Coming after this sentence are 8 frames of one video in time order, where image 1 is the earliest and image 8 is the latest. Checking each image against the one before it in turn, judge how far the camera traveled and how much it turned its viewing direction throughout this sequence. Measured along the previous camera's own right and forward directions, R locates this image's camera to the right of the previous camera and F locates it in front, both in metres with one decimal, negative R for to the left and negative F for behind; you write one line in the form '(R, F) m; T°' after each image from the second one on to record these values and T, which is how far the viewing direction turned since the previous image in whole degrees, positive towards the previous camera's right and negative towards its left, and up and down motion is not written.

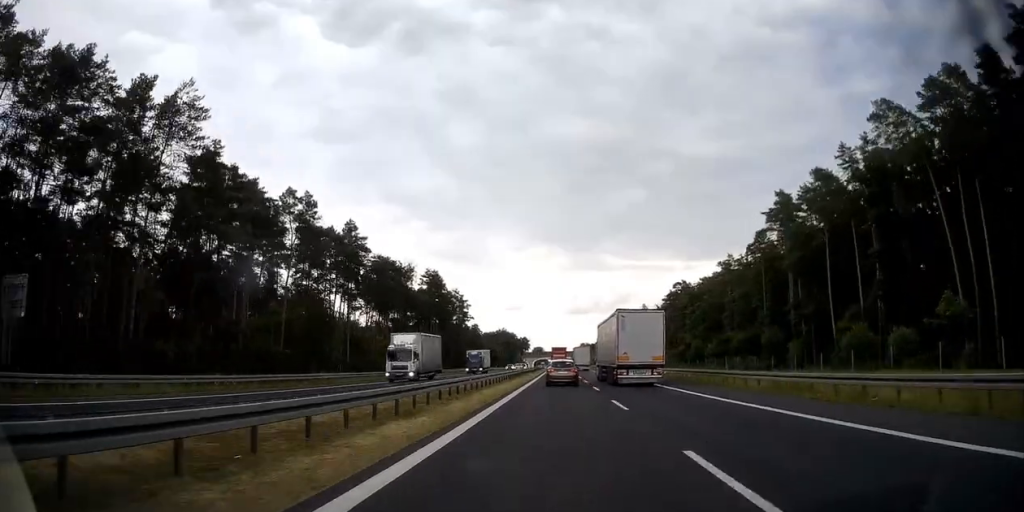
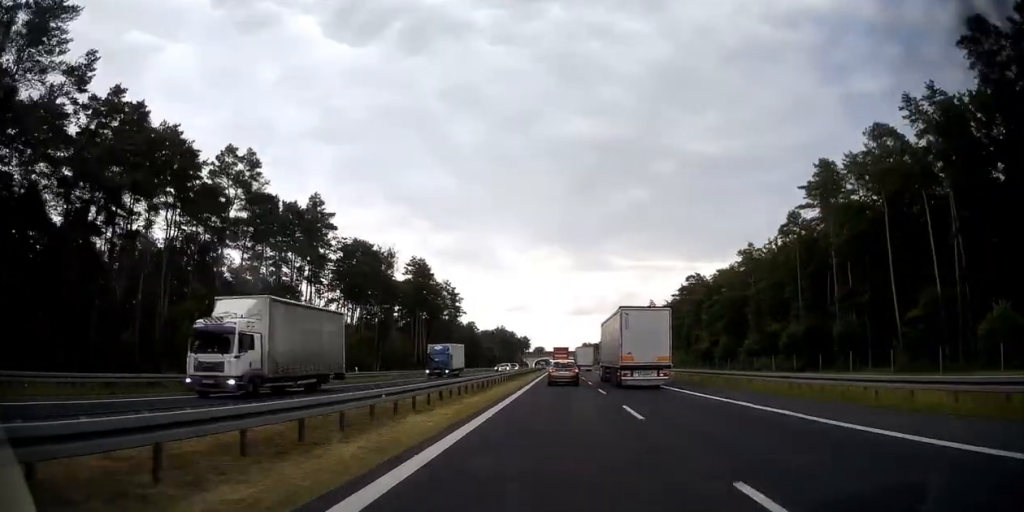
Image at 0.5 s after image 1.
(-0.2, +14.5) m; 0°
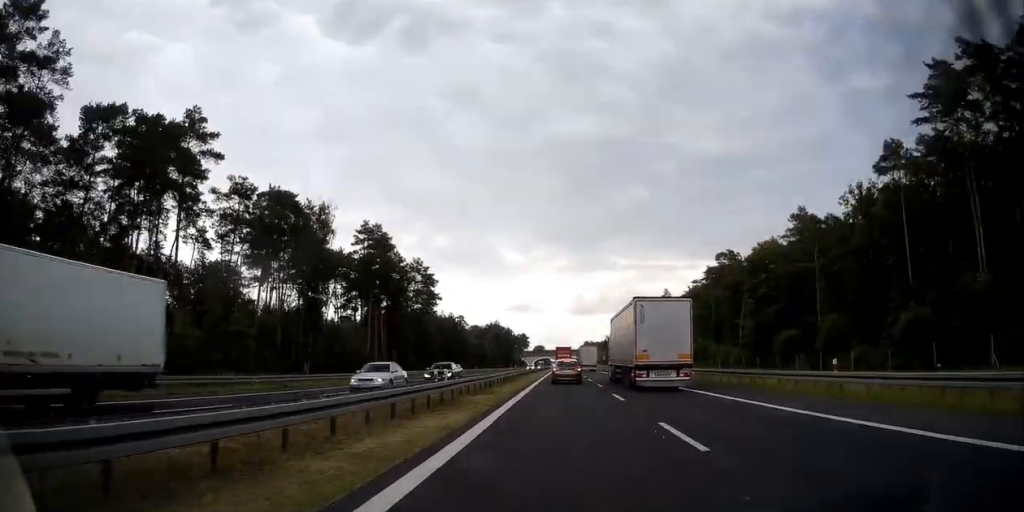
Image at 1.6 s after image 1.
(+0.2, +29.0) m; 0°
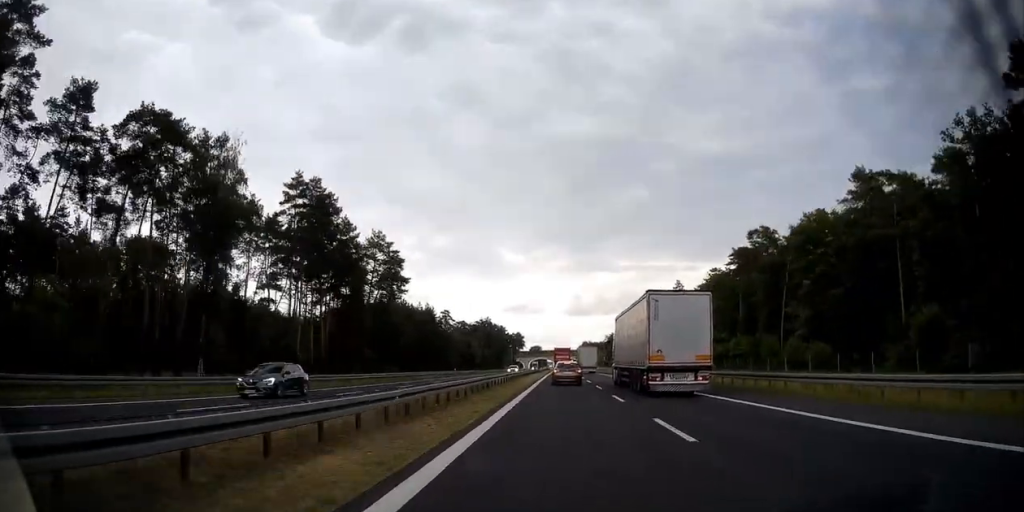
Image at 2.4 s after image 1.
(-0.2, +22.8) m; 0°
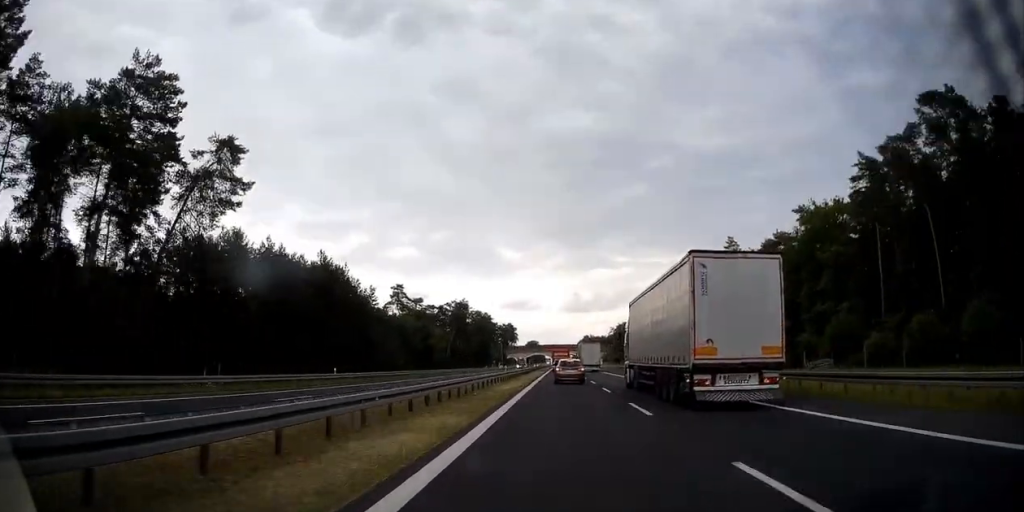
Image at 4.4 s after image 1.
(0.0, +53.3) m; 0°
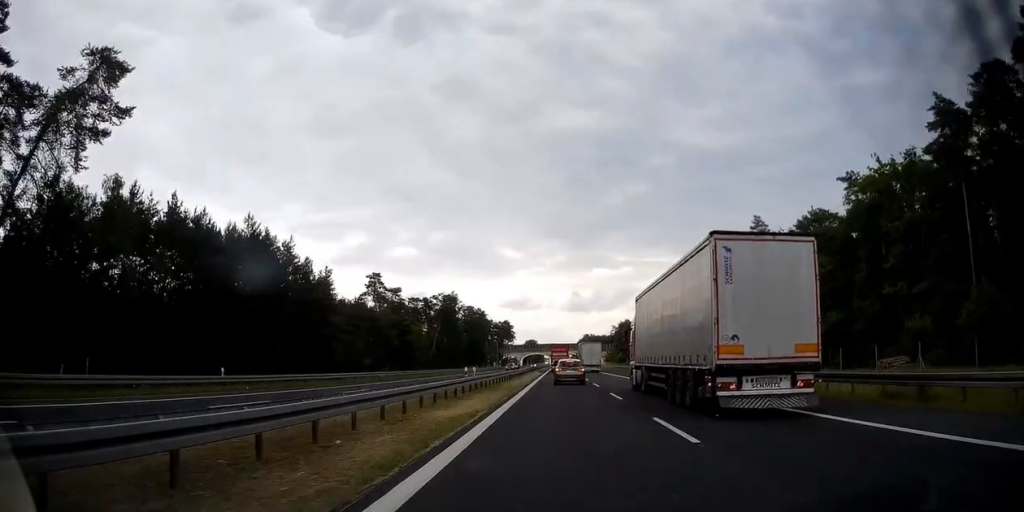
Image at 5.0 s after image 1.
(0.0, +16.5) m; 0°
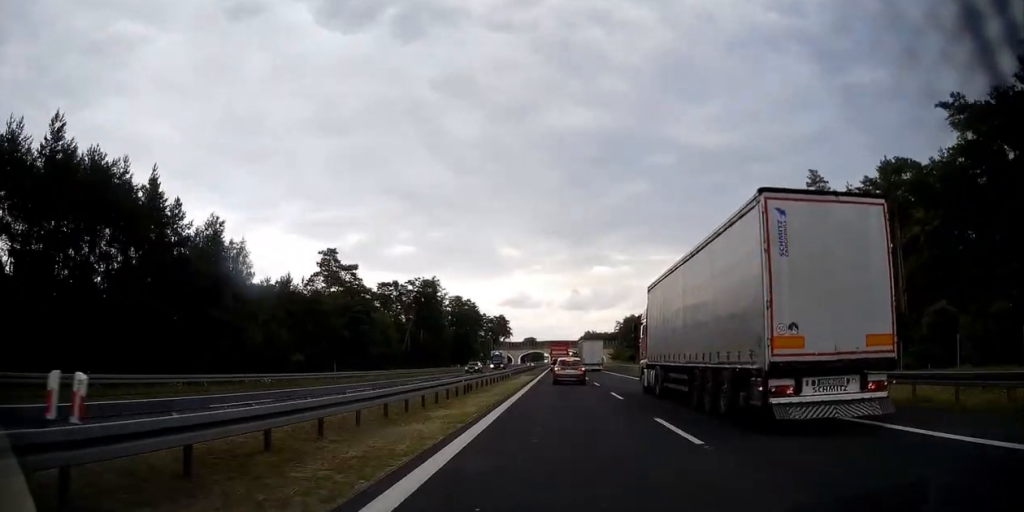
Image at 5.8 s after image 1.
(0.0, +23.7) m; 0°
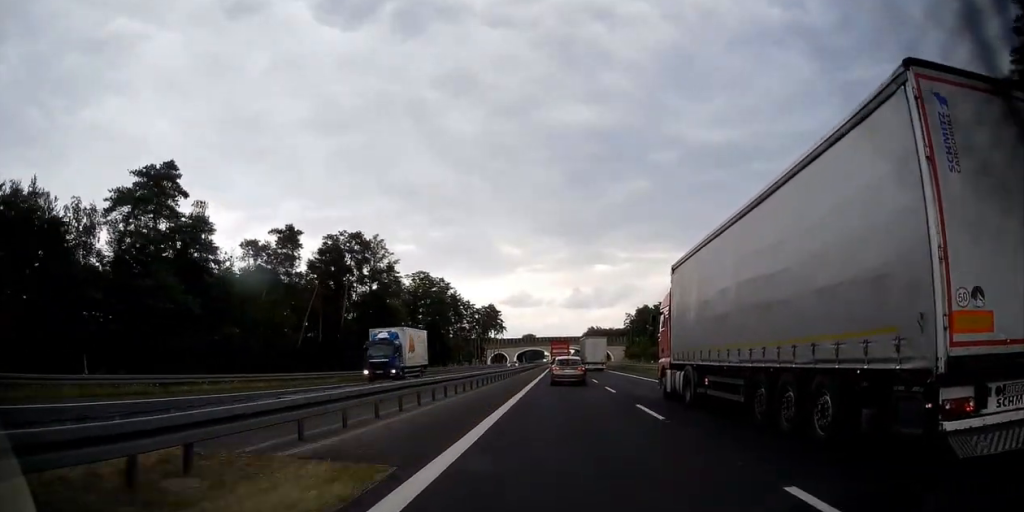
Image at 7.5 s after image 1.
(+0.1, +43.4) m; 0°
